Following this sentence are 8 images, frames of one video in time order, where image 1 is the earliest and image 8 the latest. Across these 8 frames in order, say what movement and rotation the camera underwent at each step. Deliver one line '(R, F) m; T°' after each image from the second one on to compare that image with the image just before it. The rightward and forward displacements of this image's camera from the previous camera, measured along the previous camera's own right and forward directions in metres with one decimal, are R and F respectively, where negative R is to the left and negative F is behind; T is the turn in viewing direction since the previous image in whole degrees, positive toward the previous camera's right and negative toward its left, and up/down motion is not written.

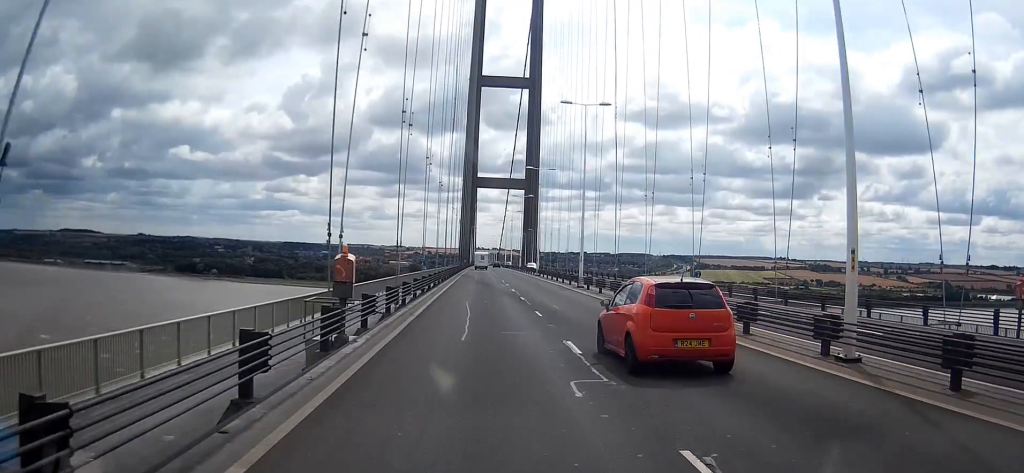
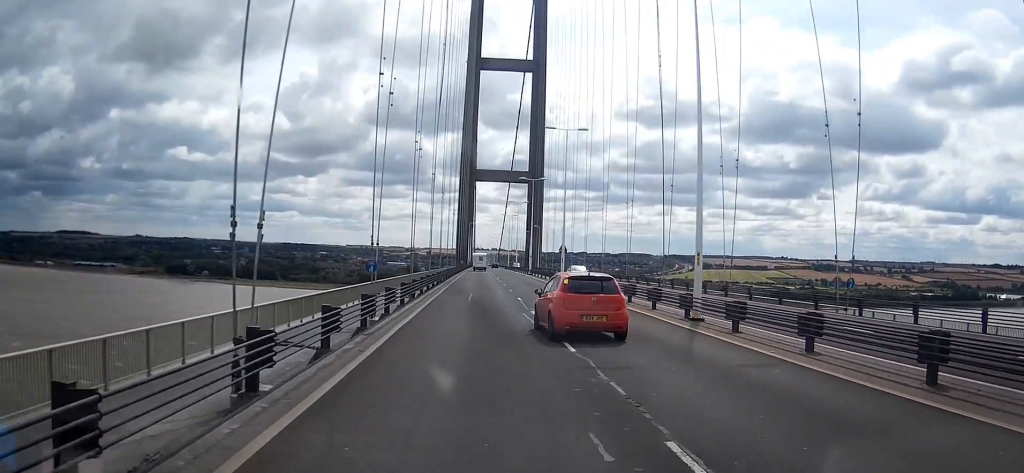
(-0.1, +26.7) m; 0°
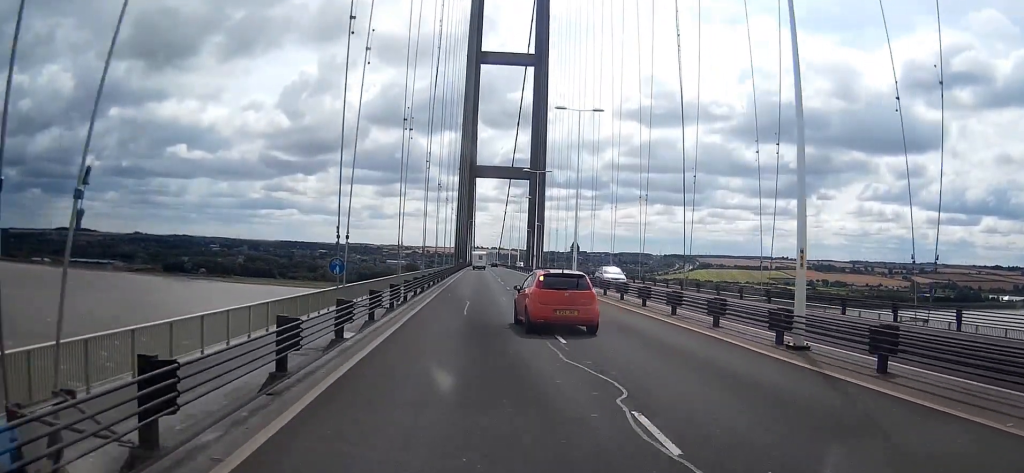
(+0.1, +7.3) m; 0°
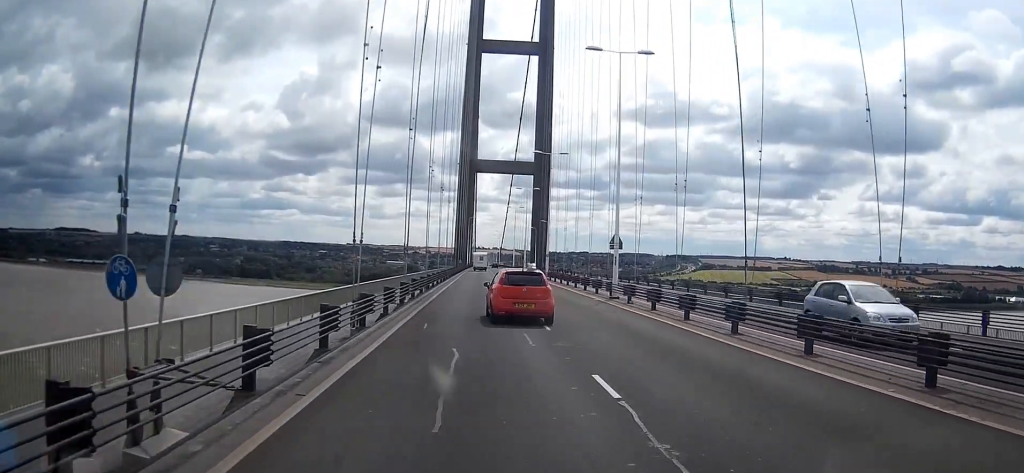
(-0.1, +15.3) m; 0°
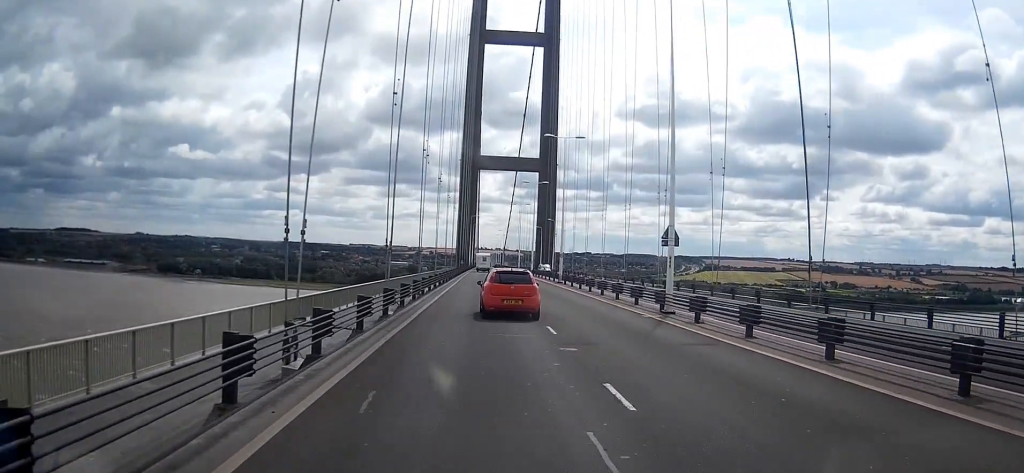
(0.0, +10.3) m; 0°
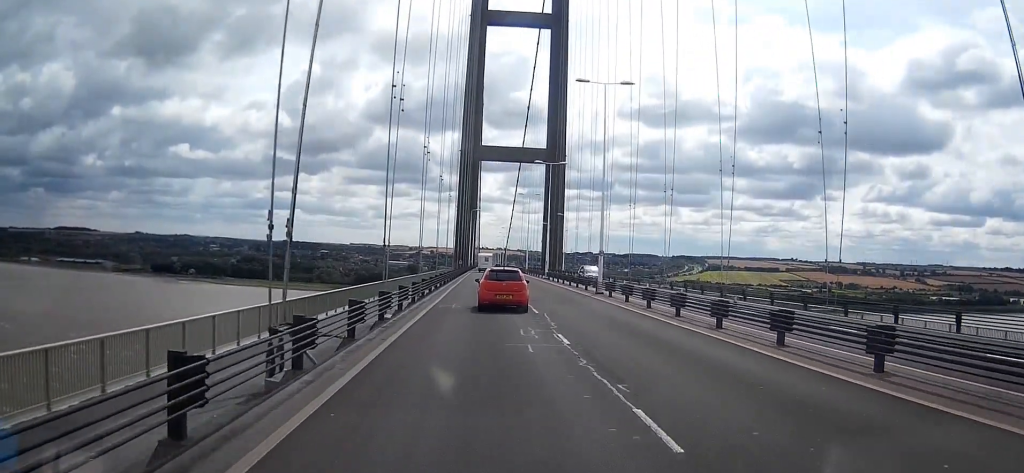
(0.0, +19.8) m; 0°
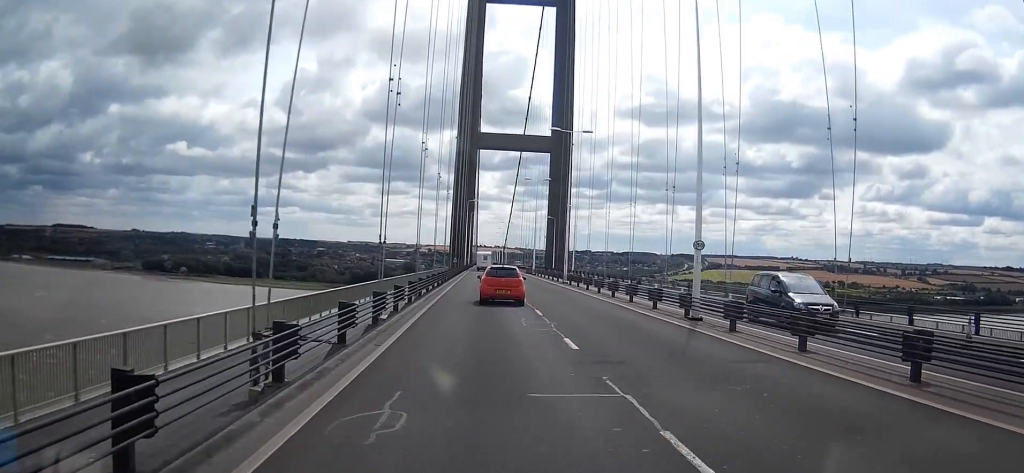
(+0.1, +19.3) m; 0°
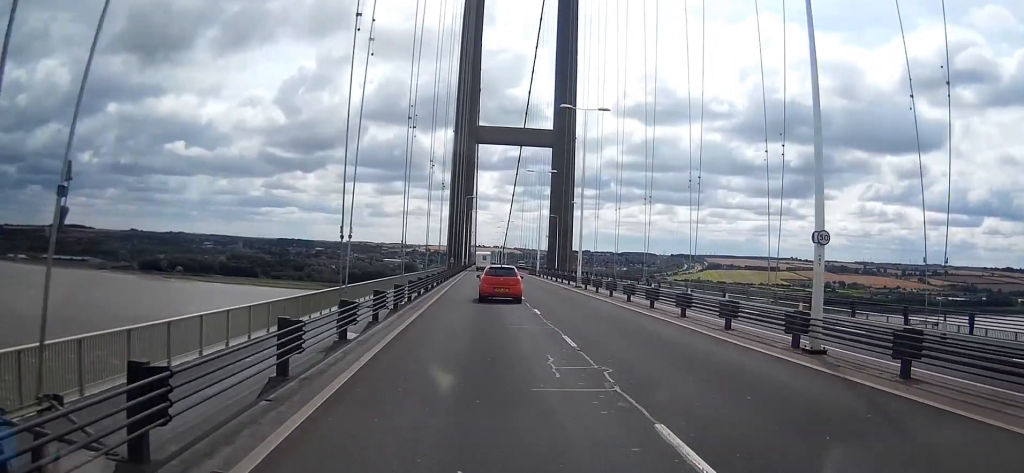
(+0.1, +8.9) m; 0°
